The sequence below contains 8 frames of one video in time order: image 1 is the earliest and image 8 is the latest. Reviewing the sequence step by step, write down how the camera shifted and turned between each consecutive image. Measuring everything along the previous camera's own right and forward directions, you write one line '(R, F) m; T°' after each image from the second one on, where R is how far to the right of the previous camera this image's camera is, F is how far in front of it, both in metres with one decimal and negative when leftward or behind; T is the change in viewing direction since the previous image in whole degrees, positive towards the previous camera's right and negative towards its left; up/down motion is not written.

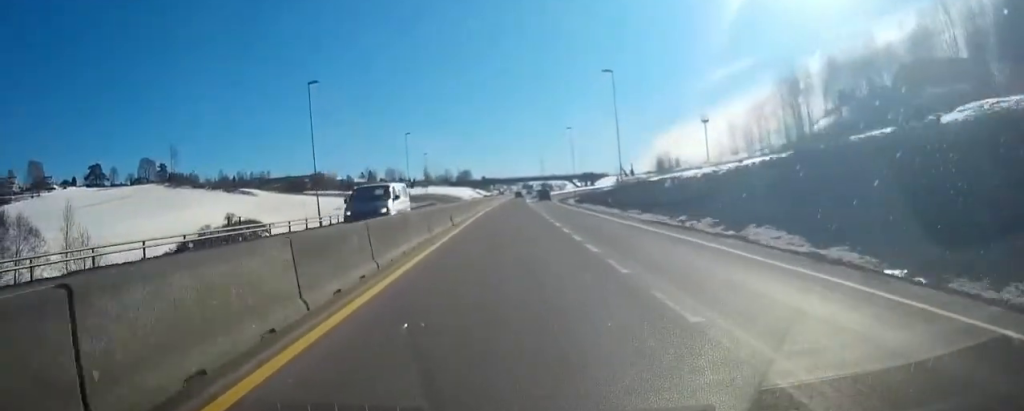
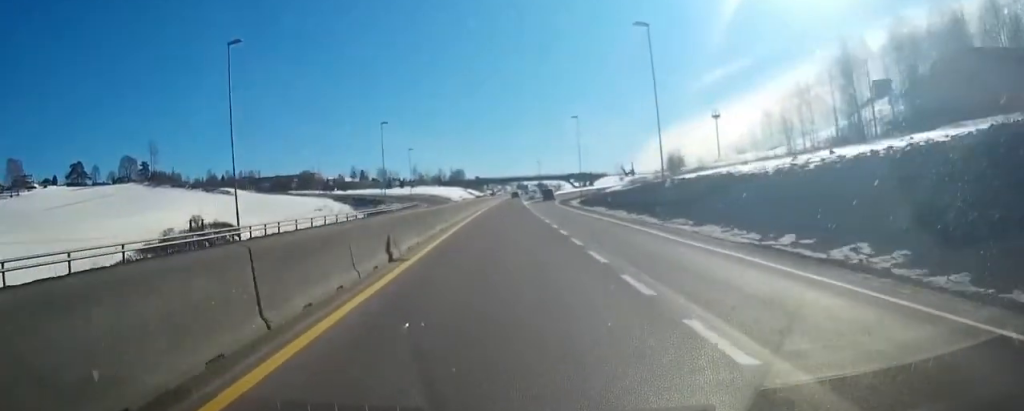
(+0.1, +13.4) m; 0°
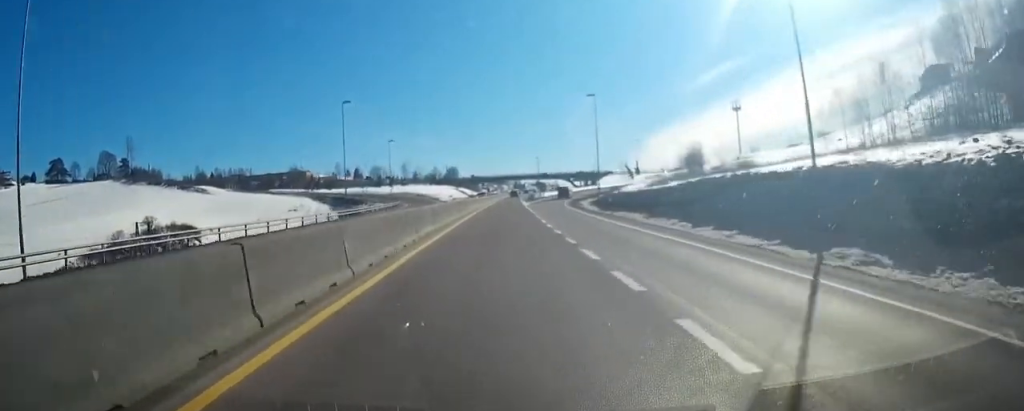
(+0.1, +16.5) m; 0°
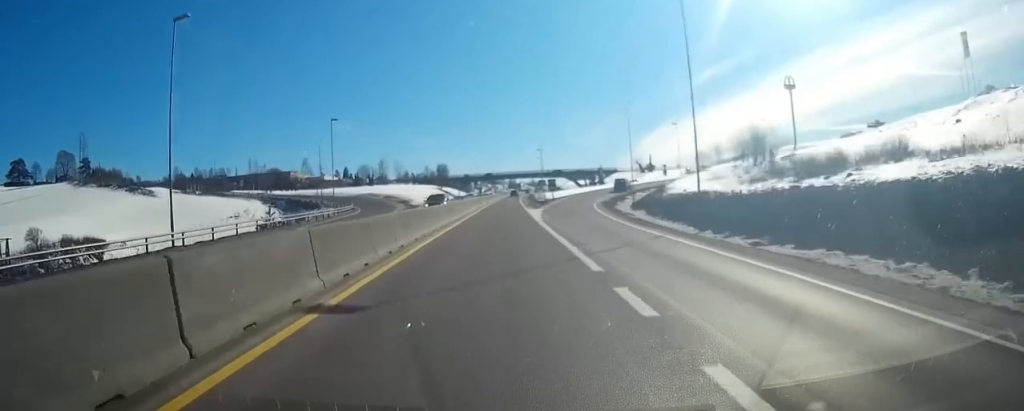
(+0.1, +30.3) m; +1°
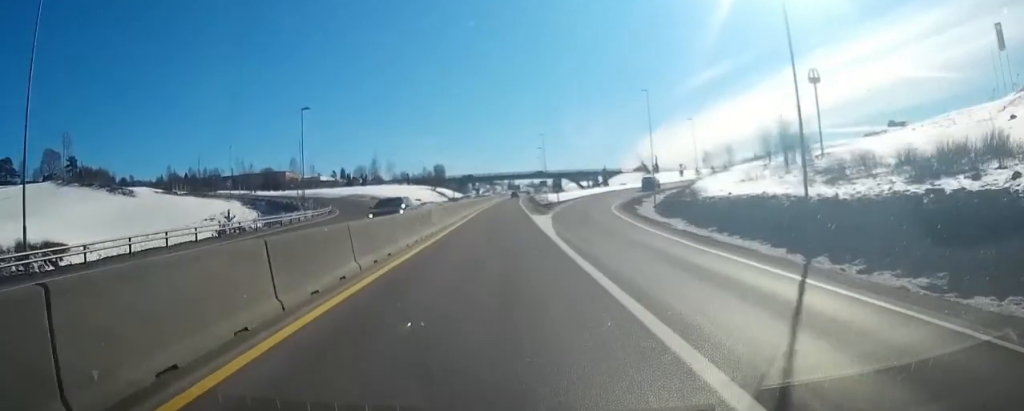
(0.0, +10.0) m; 0°
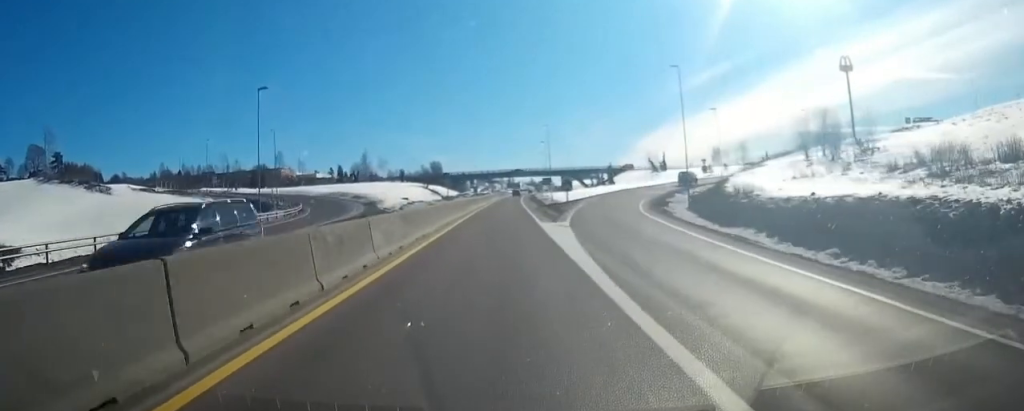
(0.0, +10.0) m; 0°
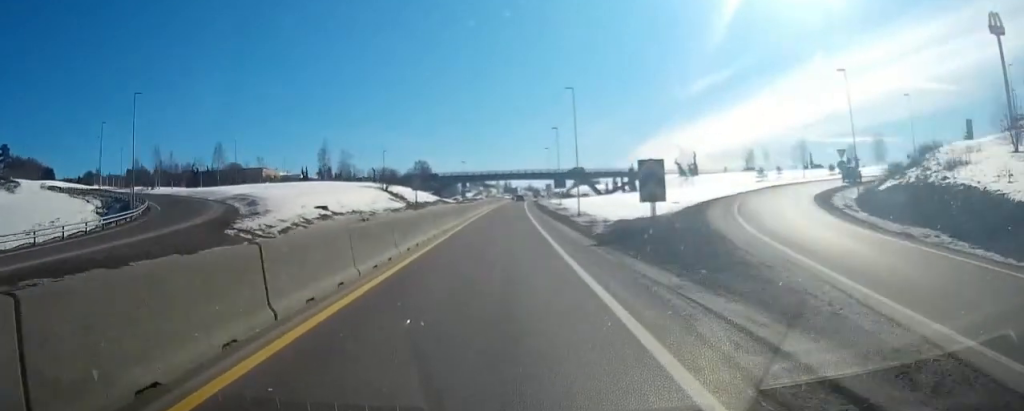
(-0.2, +35.2) m; -1°
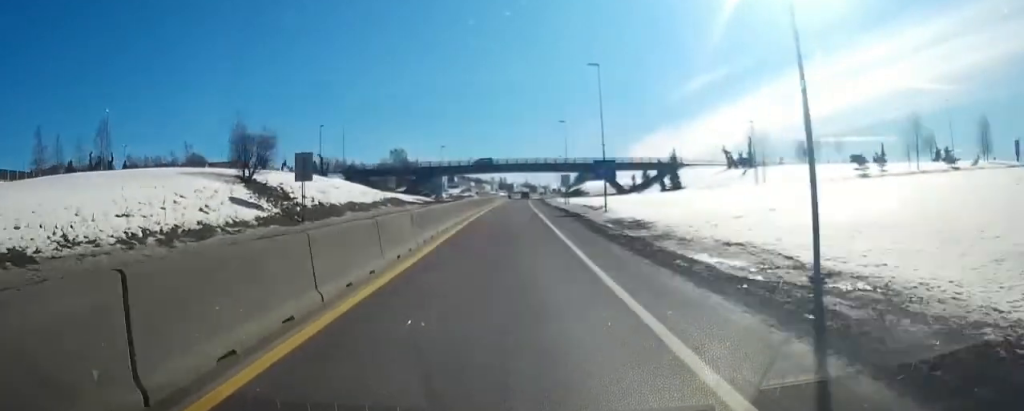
(0.0, +40.5) m; +1°
